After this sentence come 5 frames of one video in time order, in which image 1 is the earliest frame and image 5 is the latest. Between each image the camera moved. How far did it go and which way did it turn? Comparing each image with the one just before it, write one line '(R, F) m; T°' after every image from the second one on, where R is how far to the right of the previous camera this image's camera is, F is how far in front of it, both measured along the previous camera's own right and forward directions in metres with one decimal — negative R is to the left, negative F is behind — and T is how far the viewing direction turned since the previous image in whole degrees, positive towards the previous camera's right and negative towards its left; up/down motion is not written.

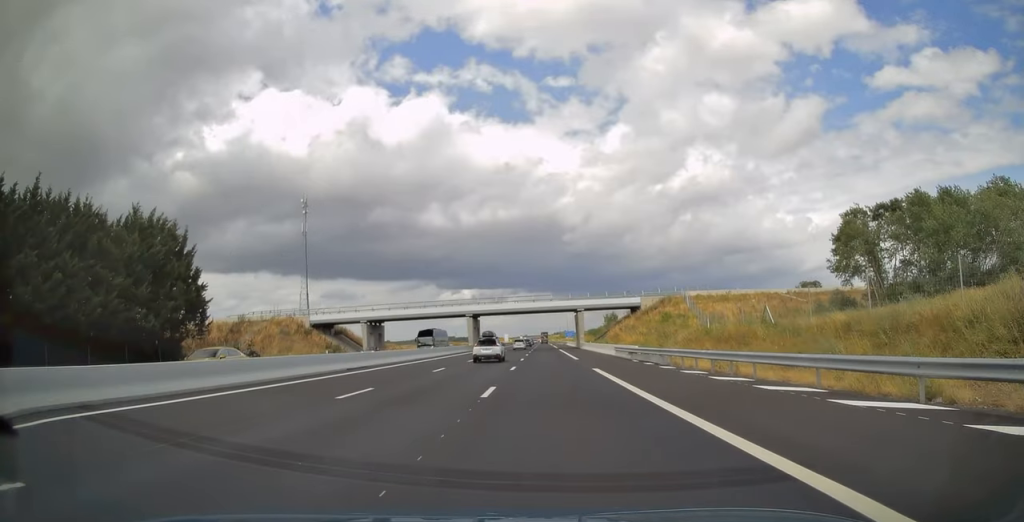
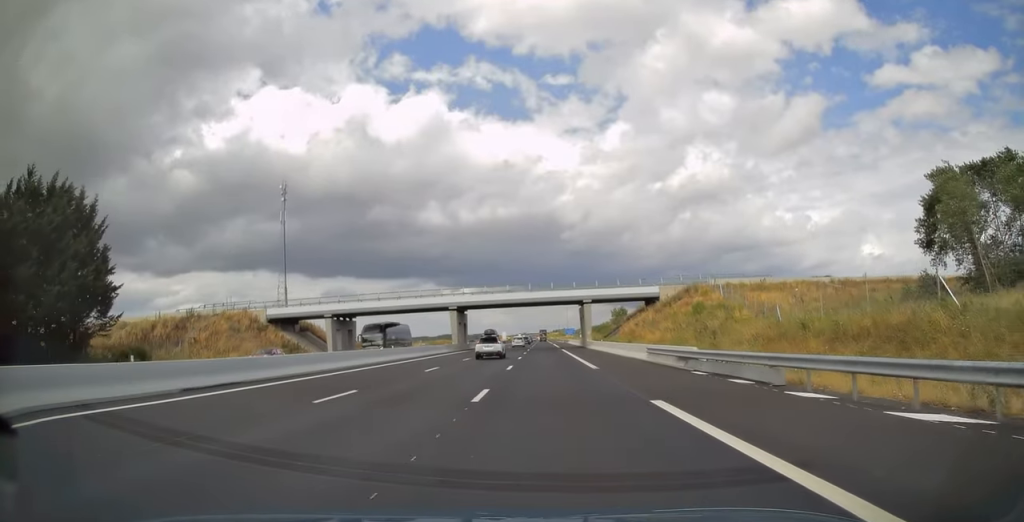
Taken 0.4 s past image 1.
(0.0, +14.6) m; 0°
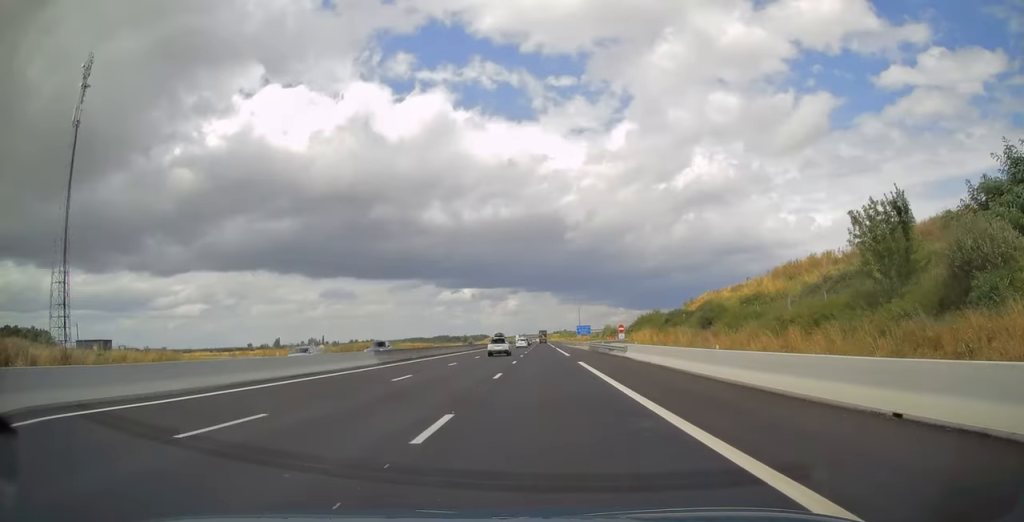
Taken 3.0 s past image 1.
(+0.3, +84.2) m; 0°
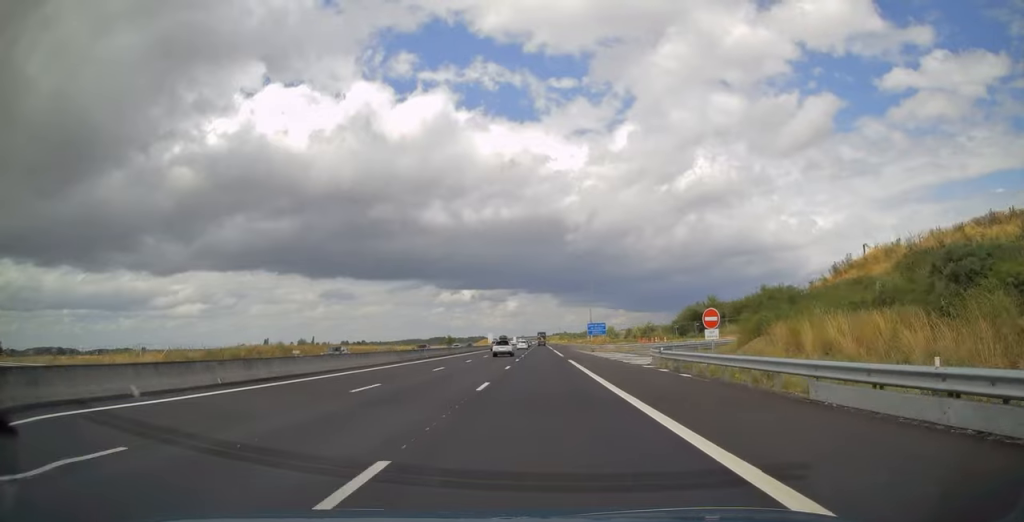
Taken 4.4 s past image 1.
(0.0, +43.6) m; 0°
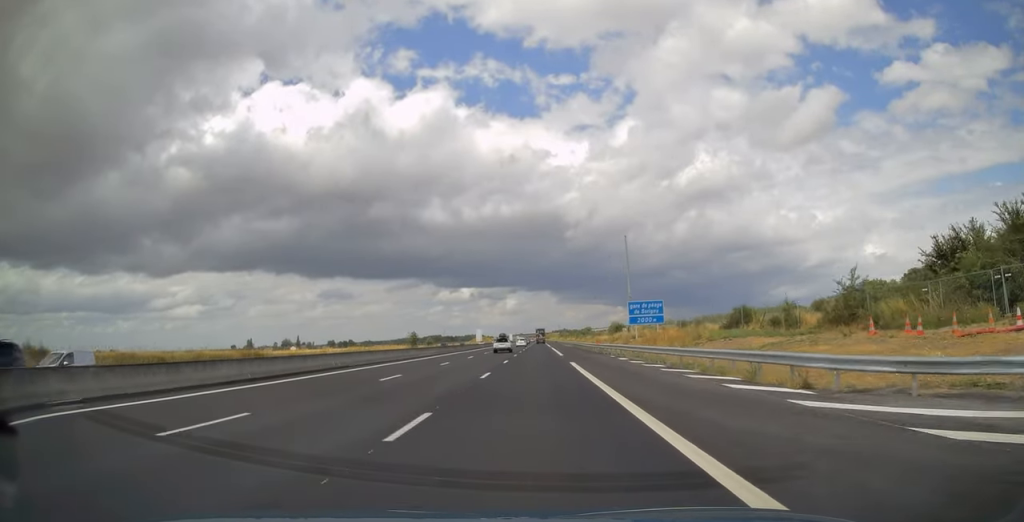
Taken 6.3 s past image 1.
(0.0, +61.2) m; 0°
